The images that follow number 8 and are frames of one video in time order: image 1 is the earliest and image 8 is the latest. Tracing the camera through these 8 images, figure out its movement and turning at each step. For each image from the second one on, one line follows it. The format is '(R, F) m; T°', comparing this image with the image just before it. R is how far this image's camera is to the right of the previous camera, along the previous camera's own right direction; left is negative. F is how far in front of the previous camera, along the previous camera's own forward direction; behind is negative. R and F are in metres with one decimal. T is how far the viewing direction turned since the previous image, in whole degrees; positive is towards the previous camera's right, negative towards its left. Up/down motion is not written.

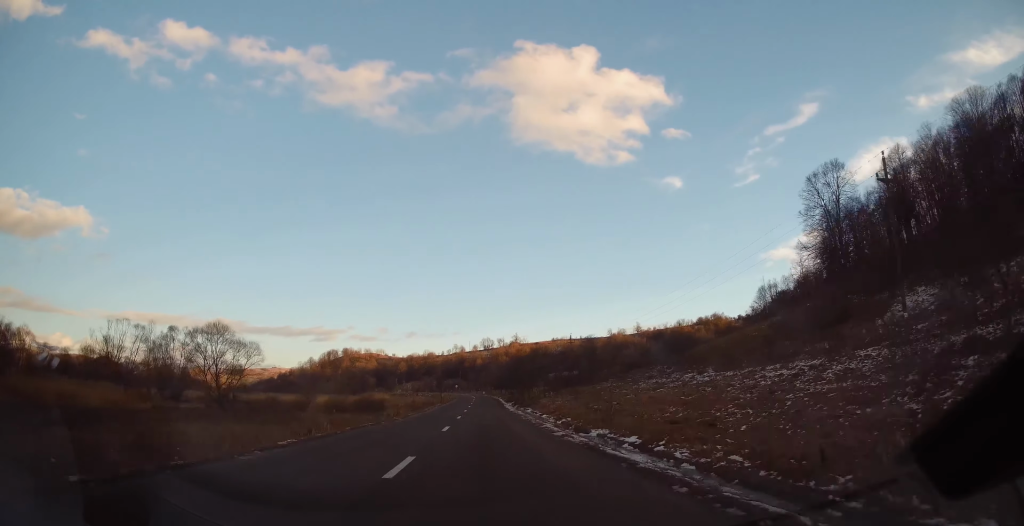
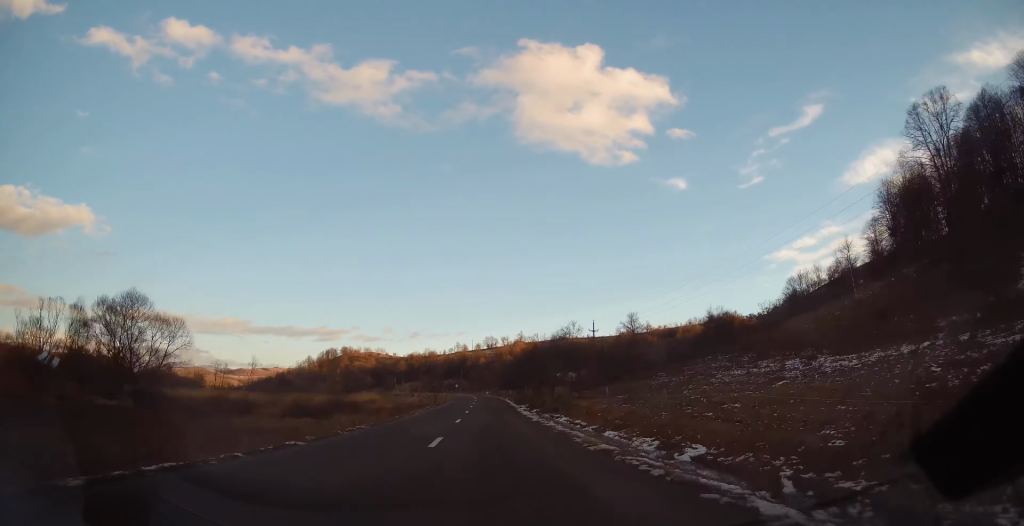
(-0.4, +18.9) m; -1°
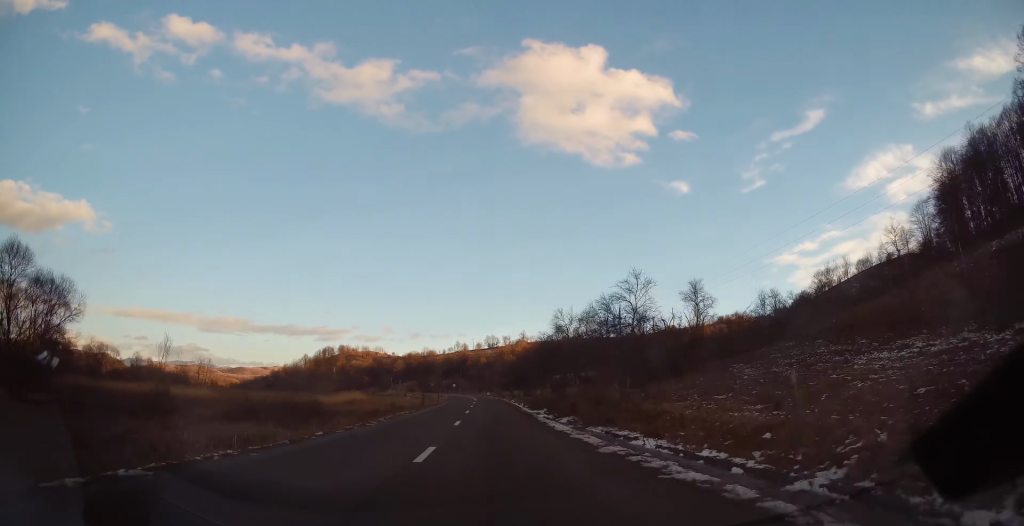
(-0.1, +16.0) m; +1°
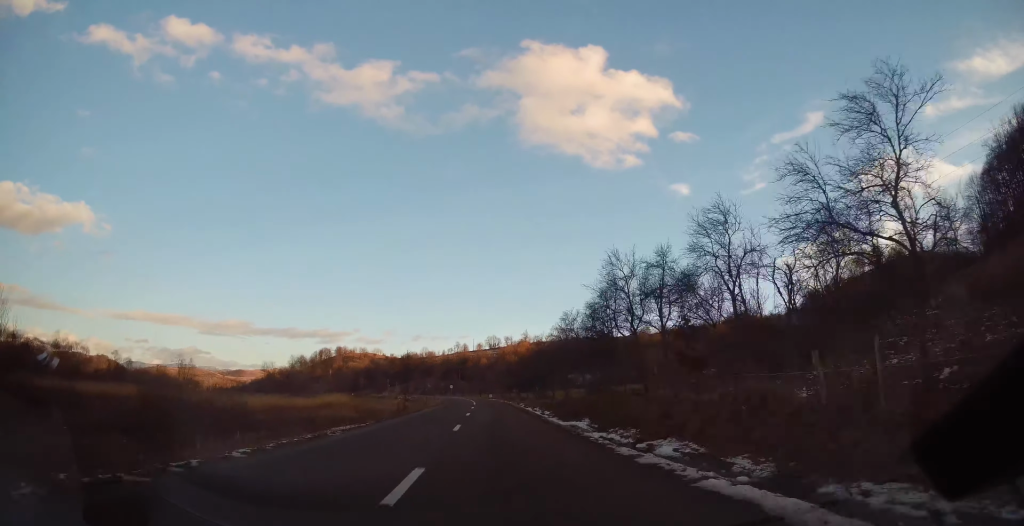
(+0.3, +16.1) m; +1°
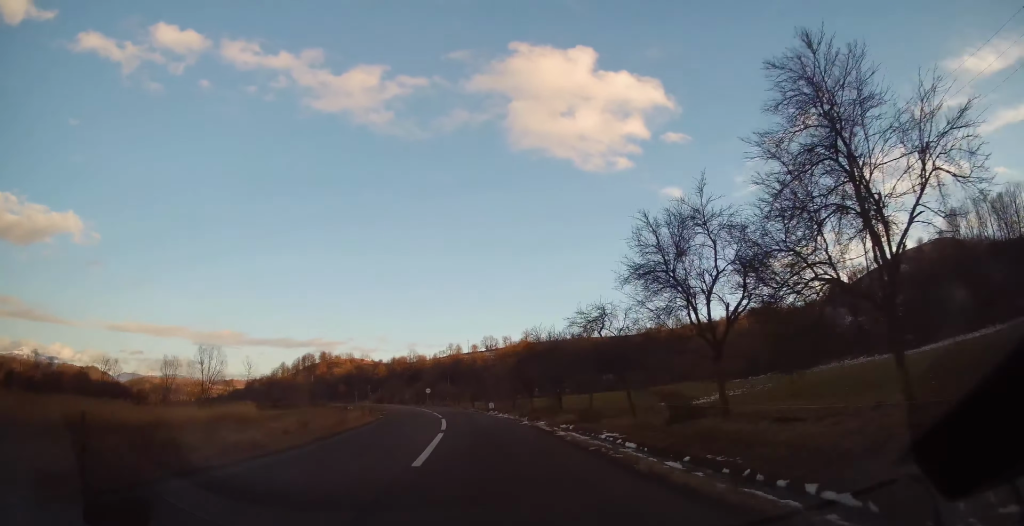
(-0.4, +44.7) m; -3°
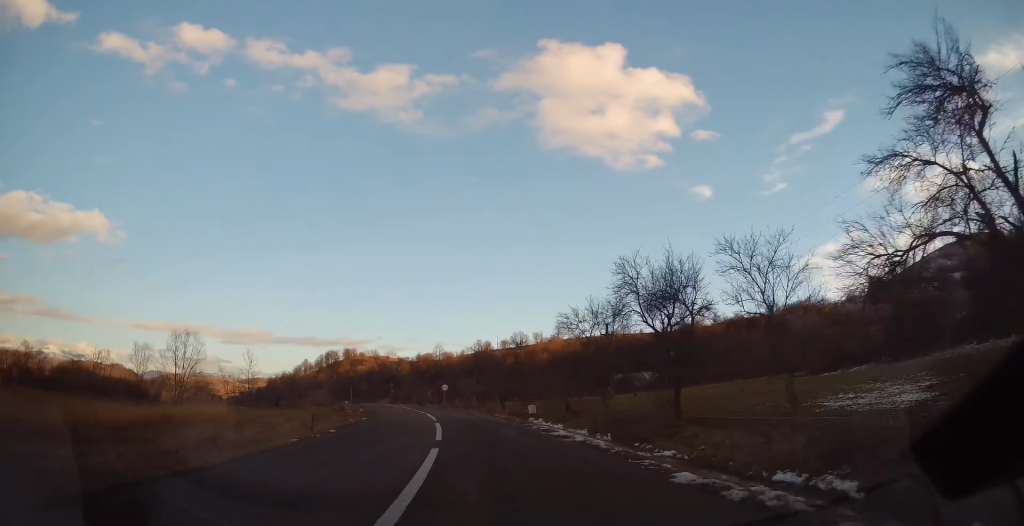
(-0.3, +17.6) m; -3°
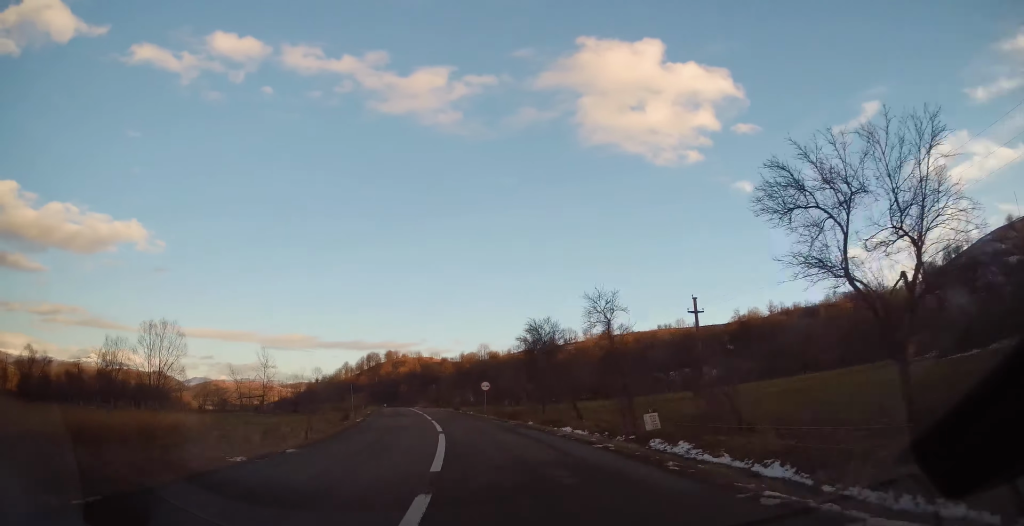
(-0.1, +17.5) m; -4°
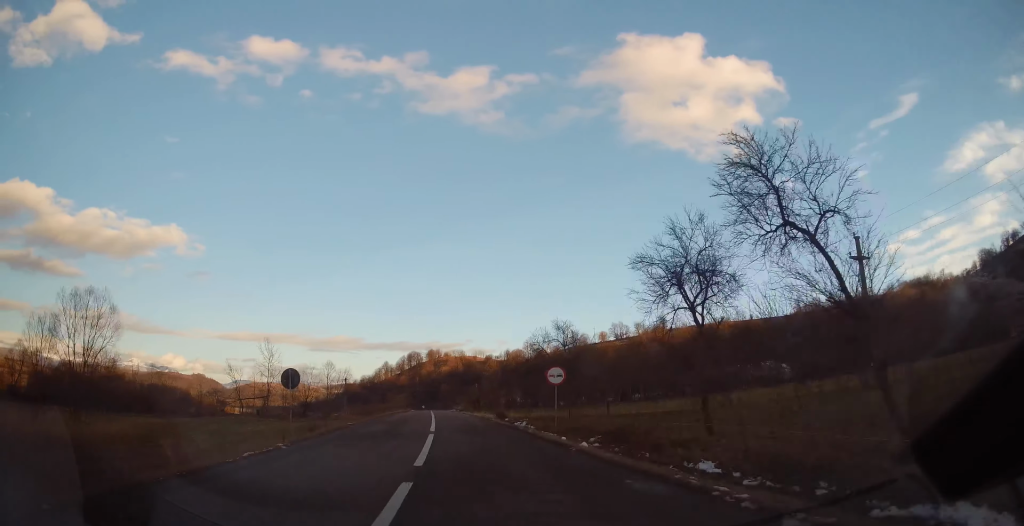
(-1.1, +21.1) m; -6°
